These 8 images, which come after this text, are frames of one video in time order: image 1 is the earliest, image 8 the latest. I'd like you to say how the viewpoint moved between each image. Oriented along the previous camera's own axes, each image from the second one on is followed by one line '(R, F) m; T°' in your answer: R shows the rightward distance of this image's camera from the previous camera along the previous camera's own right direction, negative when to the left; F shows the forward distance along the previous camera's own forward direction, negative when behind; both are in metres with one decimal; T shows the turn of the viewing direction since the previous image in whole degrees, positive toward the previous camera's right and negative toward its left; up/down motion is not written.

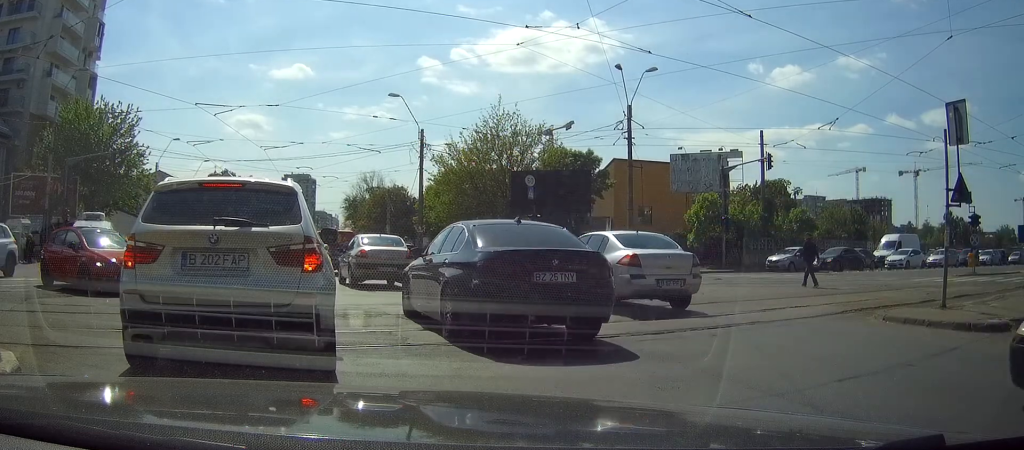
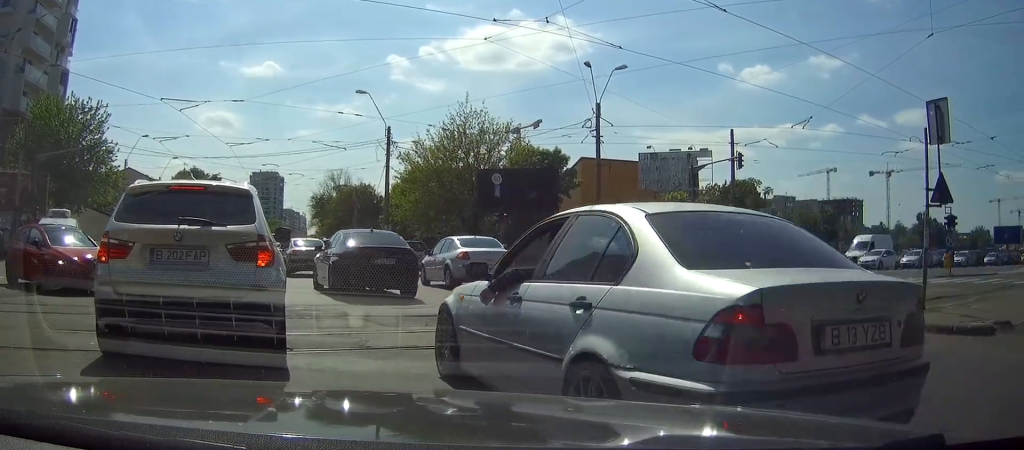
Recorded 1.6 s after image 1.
(0.0, +0.3) m; 0°
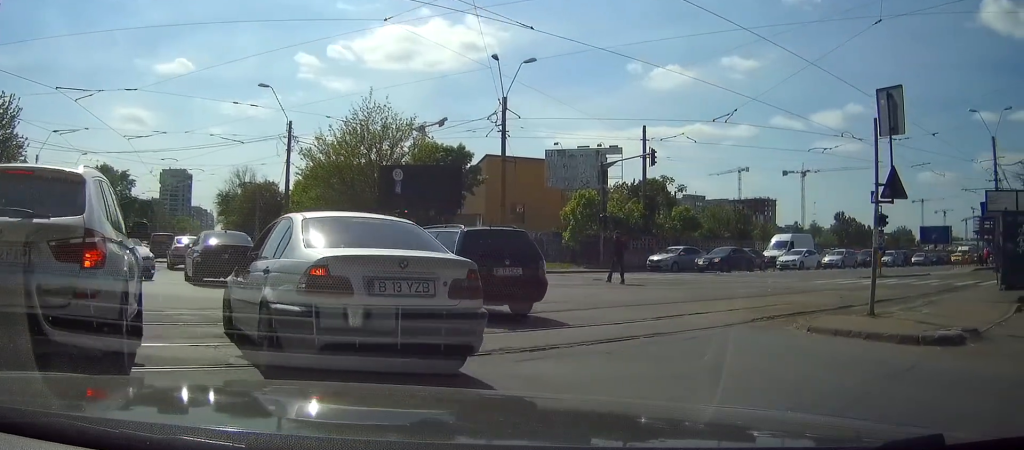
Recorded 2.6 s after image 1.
(0.0, +0.3) m; 0°
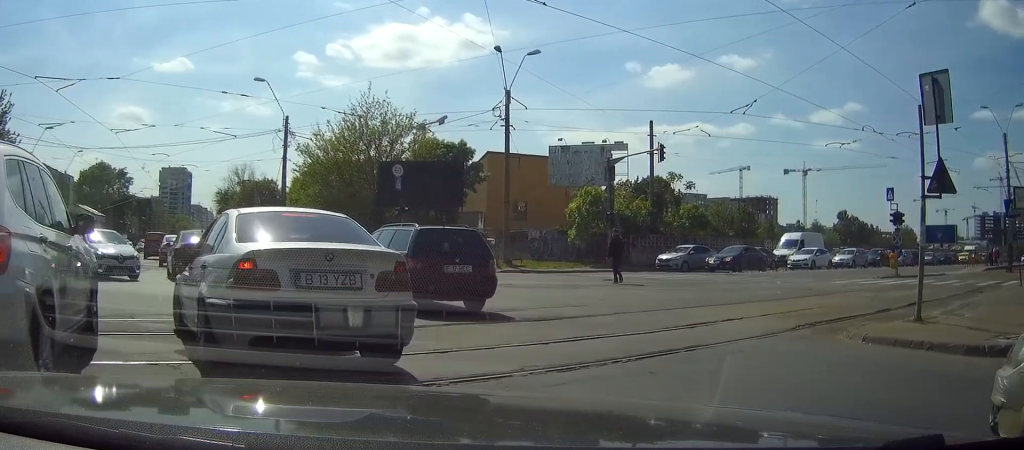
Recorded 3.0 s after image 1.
(+0.1, +0.8) m; 0°
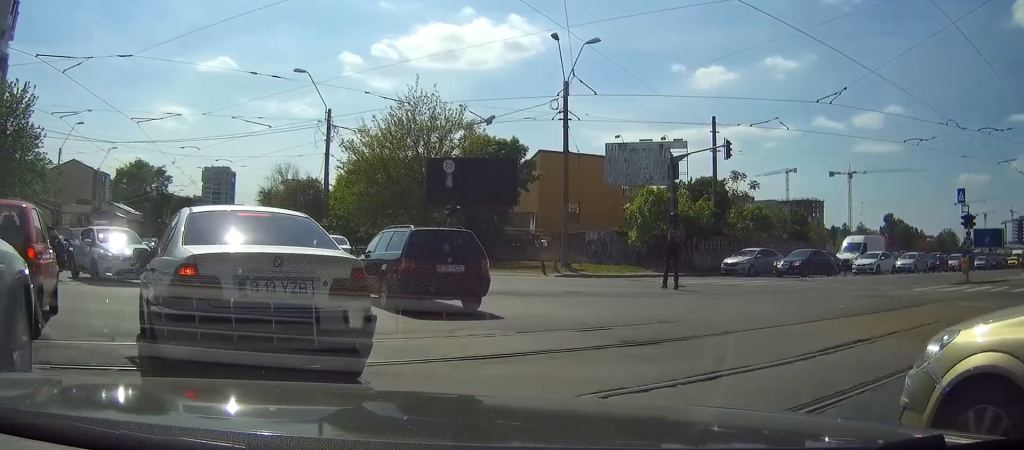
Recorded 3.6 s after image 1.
(+0.1, +1.4) m; -1°
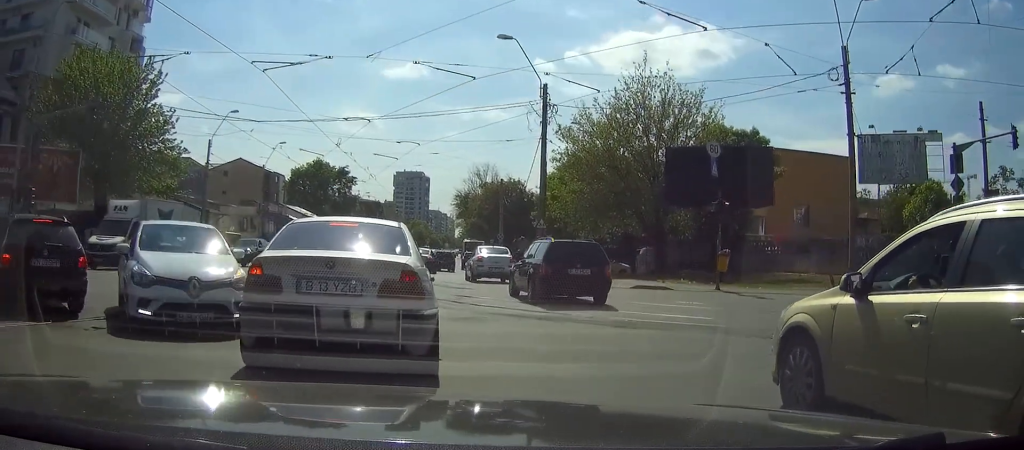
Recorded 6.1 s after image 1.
(-1.5, +8.2) m; -16°
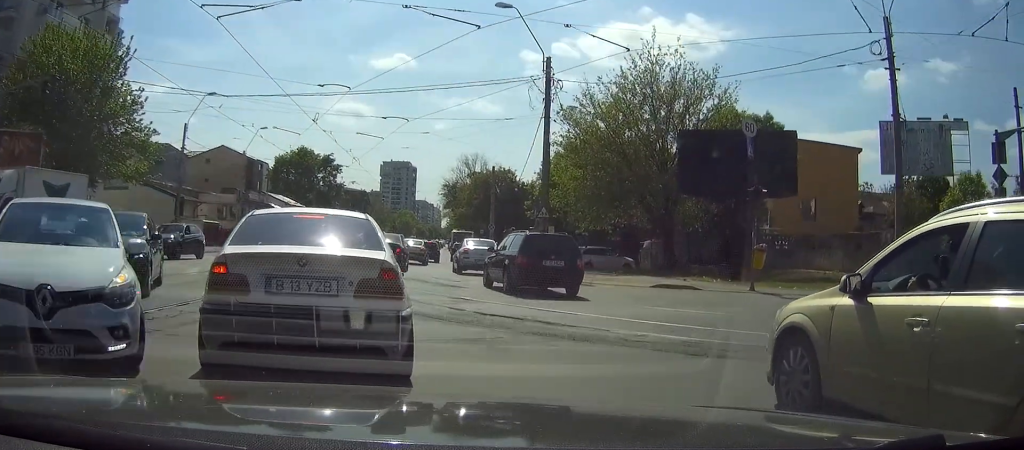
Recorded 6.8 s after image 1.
(0.0, +3.2) m; +1°
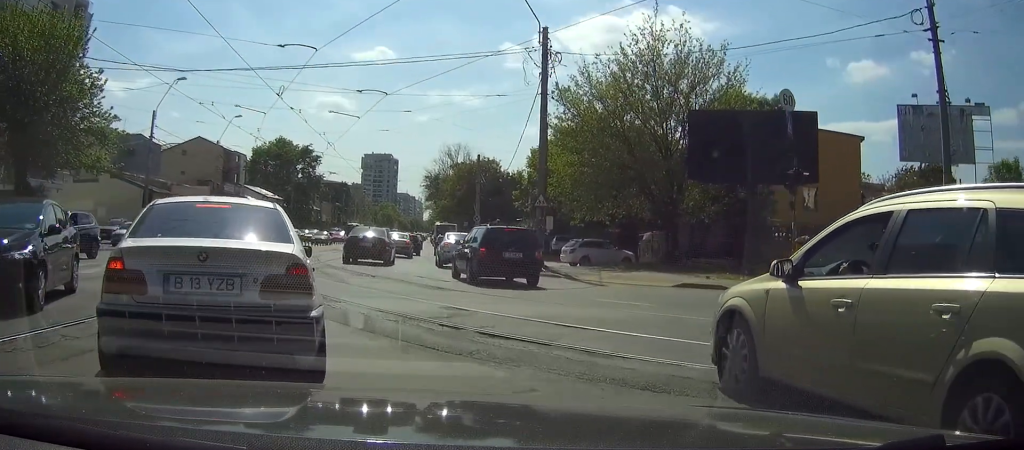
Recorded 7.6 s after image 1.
(+0.1, +3.7) m; +2°
